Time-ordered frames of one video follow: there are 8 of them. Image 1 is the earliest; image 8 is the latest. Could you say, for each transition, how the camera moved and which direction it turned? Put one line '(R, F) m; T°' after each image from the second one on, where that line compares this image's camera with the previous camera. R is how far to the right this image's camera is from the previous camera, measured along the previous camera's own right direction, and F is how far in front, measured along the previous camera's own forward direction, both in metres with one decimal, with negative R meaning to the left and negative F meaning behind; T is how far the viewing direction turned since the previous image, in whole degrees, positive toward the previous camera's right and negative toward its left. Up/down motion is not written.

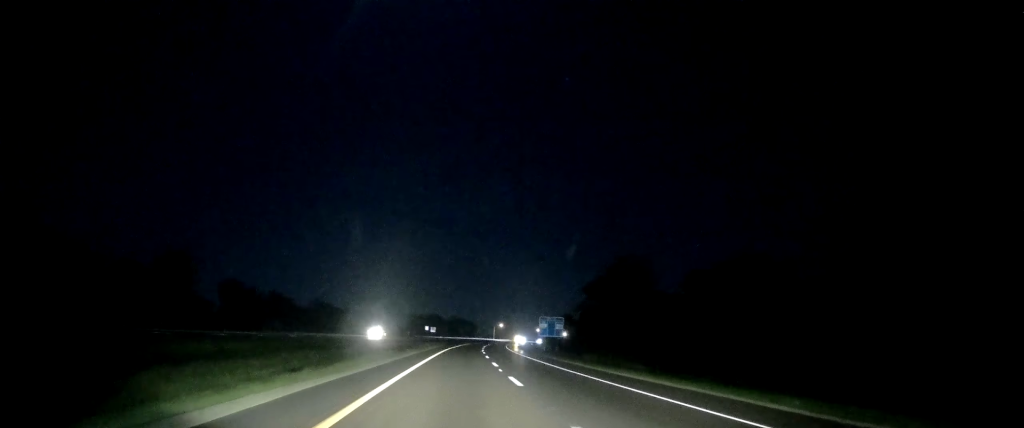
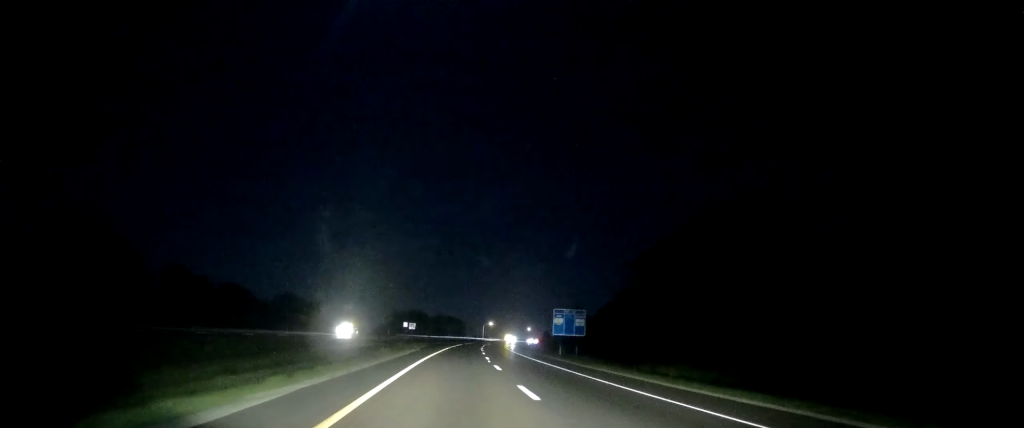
(+0.1, +28.6) m; +1°
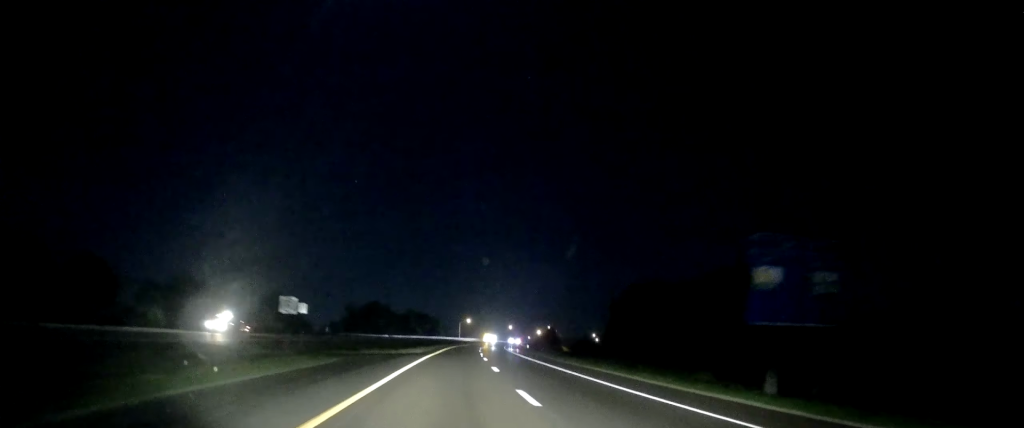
(+1.9, +62.2) m; +3°
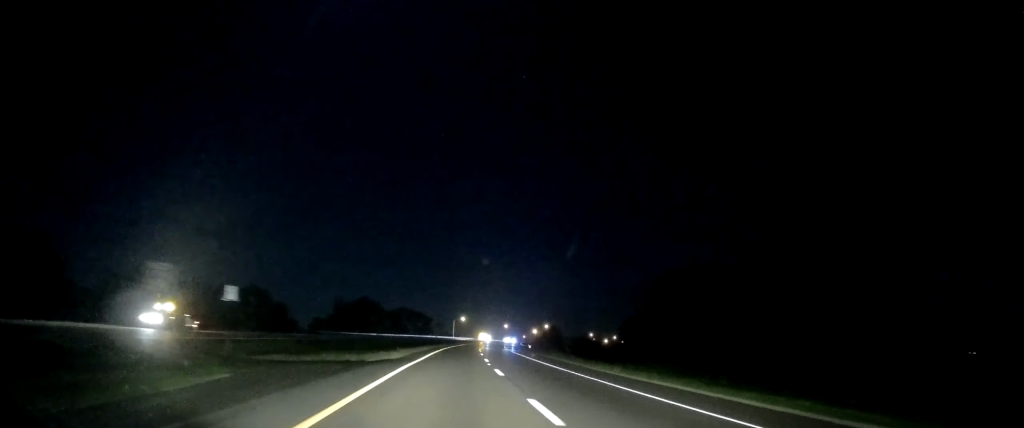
(-0.1, +15.3) m; 0°
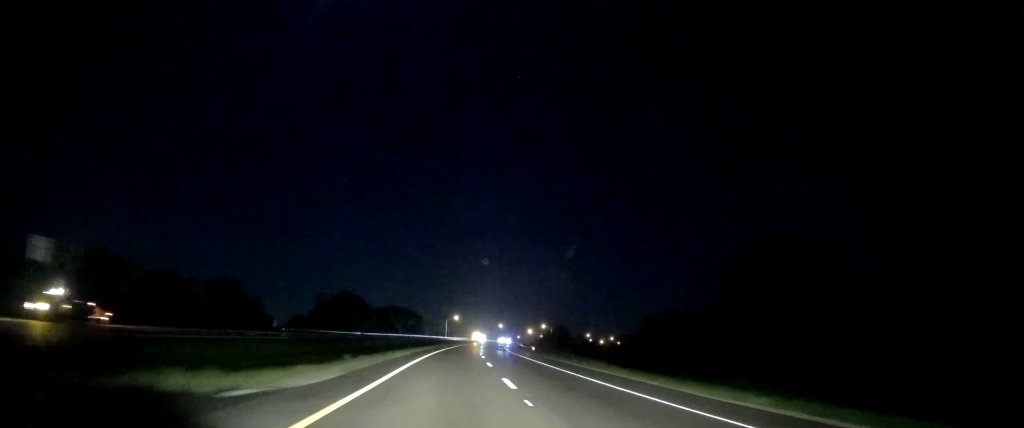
(+0.1, +17.5) m; +1°
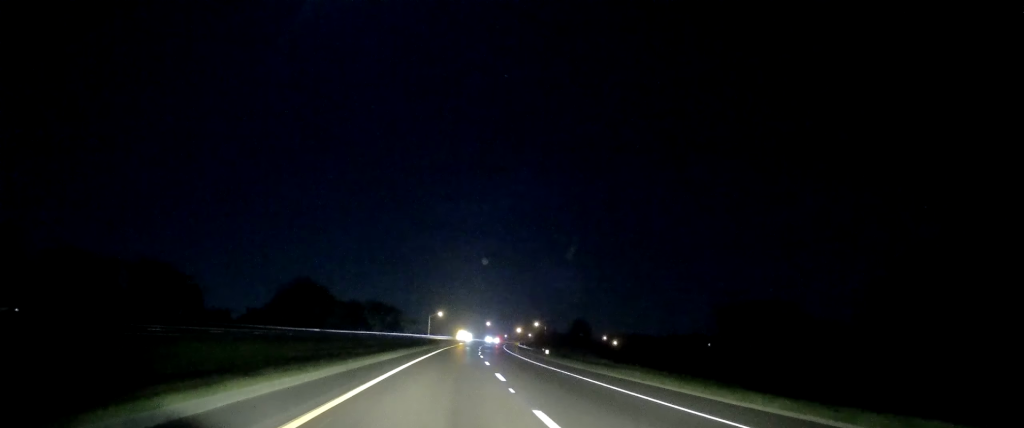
(+0.7, +33.8) m; +2°
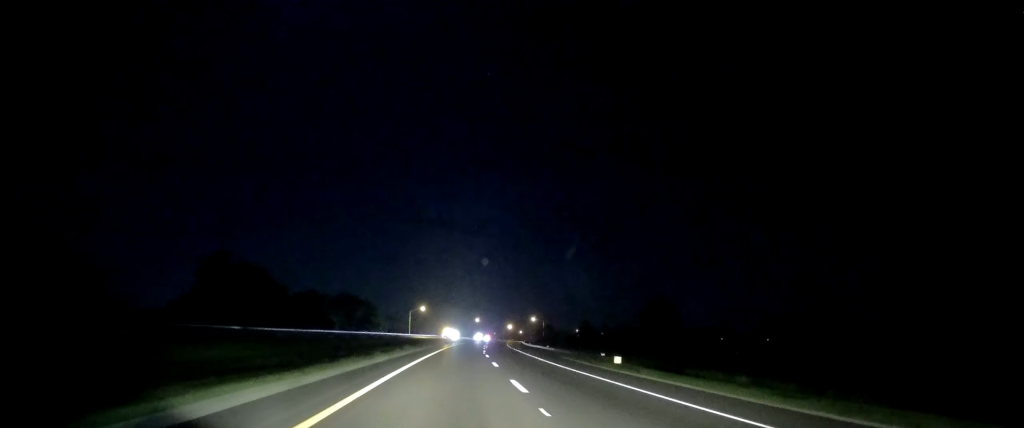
(+0.6, +41.9) m; +1°
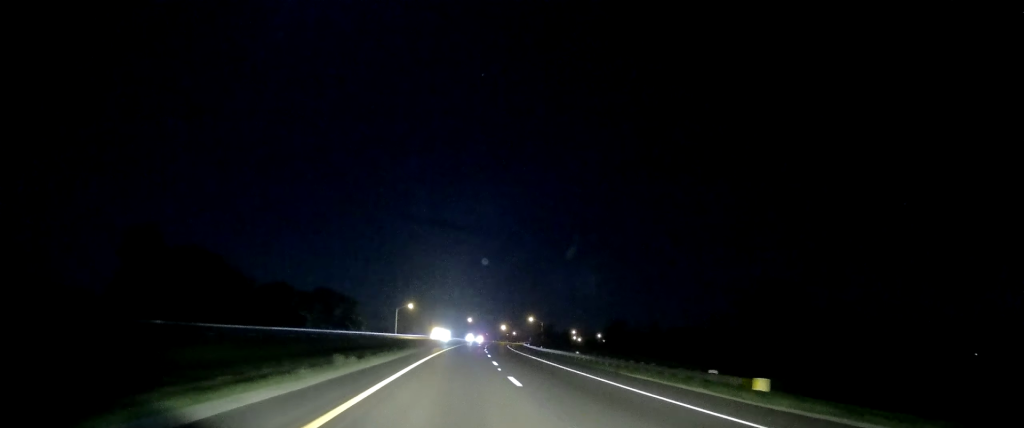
(+0.1, +22.2) m; +1°
